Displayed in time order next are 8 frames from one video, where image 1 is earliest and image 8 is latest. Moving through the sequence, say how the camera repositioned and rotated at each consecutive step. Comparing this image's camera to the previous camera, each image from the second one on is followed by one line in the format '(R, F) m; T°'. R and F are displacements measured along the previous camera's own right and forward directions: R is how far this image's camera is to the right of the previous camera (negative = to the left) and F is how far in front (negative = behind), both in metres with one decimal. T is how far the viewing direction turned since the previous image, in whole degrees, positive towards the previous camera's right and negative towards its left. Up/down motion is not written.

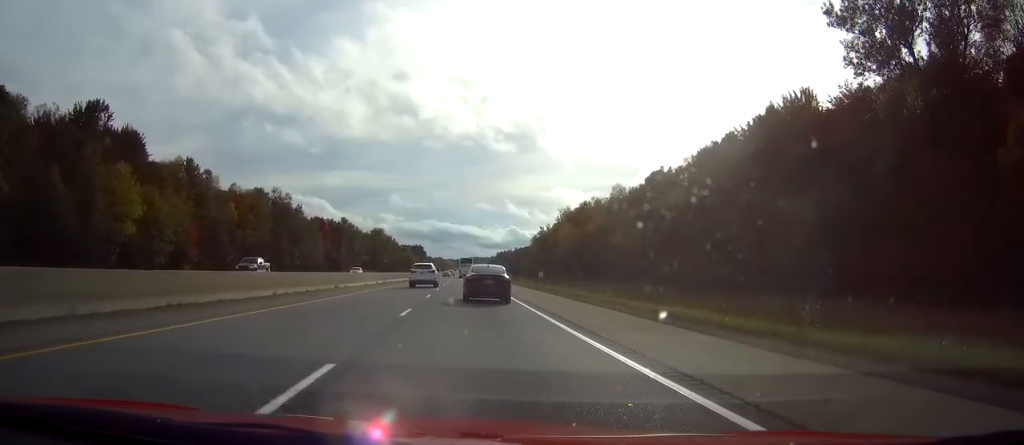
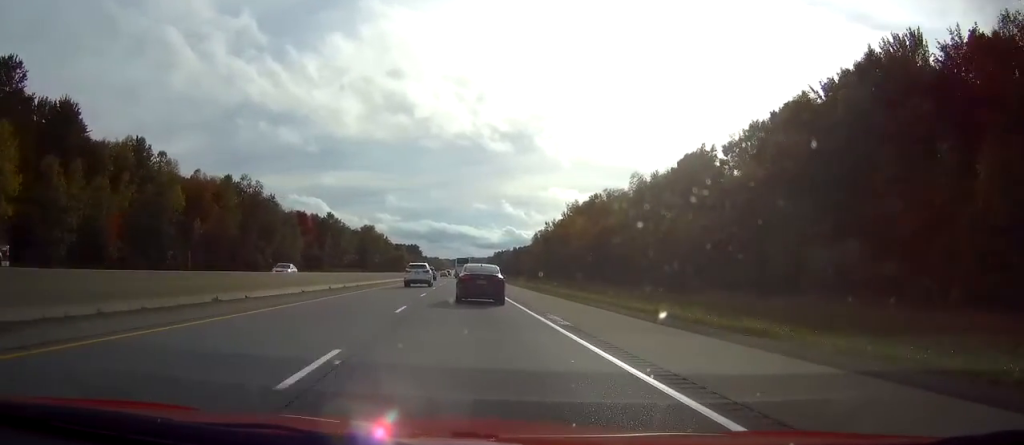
(+0.2, +22.7) m; 0°
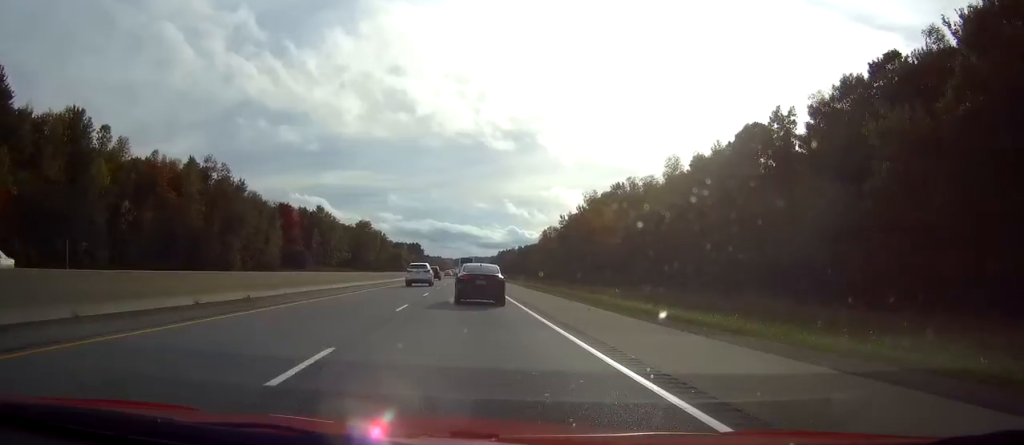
(-0.1, +23.9) m; 0°
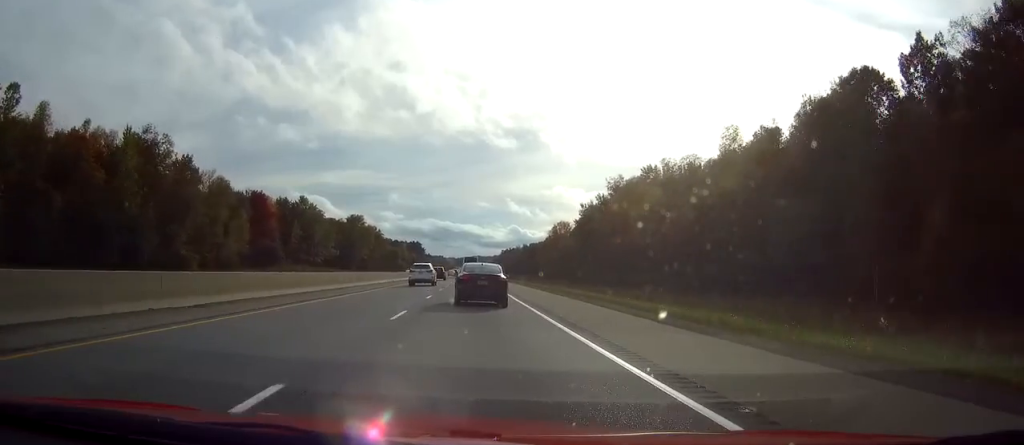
(0.0, +27.5) m; 0°
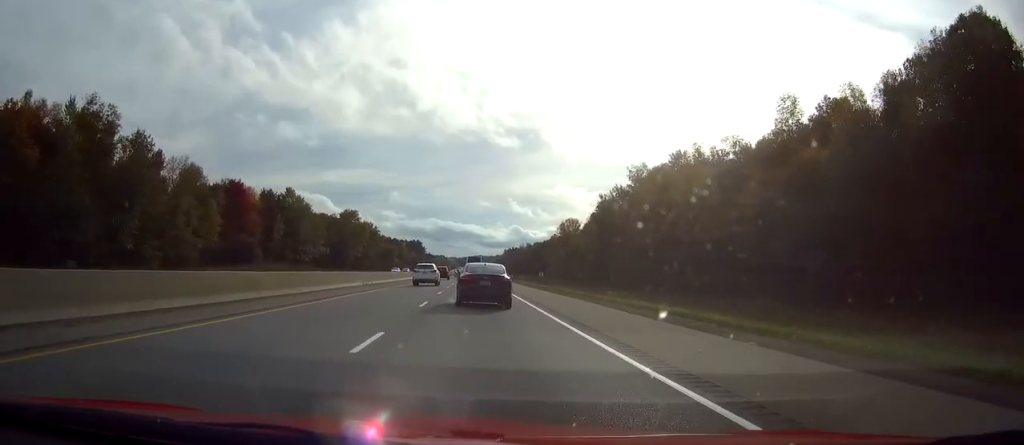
(0.0, +18.3) m; 0°
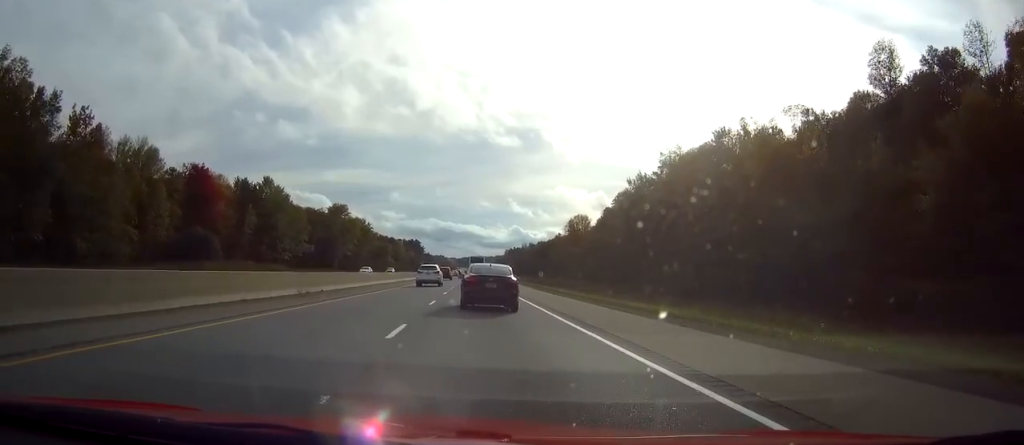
(0.0, +21.9) m; 0°
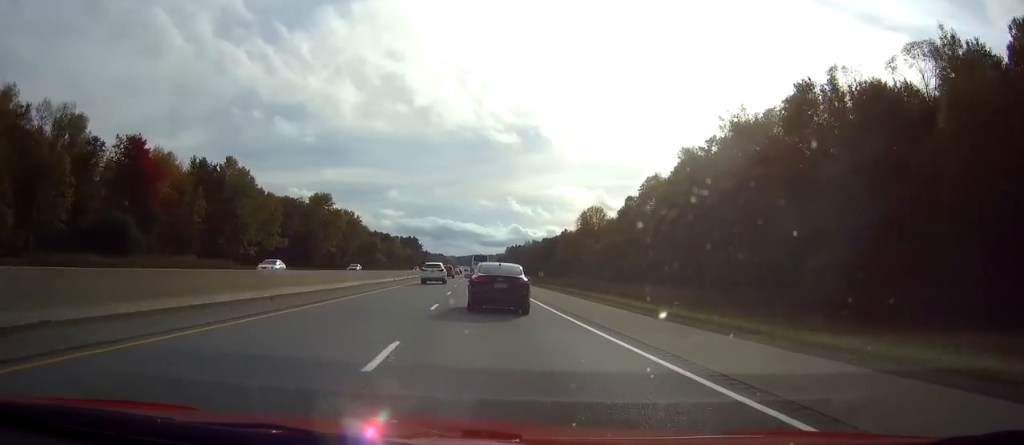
(0.0, +27.7) m; 0°
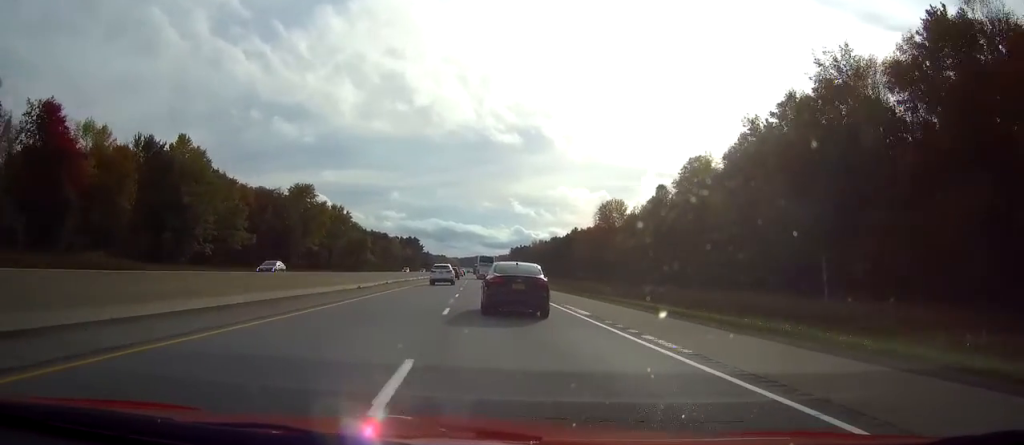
(0.0, +26.6) m; 0°
